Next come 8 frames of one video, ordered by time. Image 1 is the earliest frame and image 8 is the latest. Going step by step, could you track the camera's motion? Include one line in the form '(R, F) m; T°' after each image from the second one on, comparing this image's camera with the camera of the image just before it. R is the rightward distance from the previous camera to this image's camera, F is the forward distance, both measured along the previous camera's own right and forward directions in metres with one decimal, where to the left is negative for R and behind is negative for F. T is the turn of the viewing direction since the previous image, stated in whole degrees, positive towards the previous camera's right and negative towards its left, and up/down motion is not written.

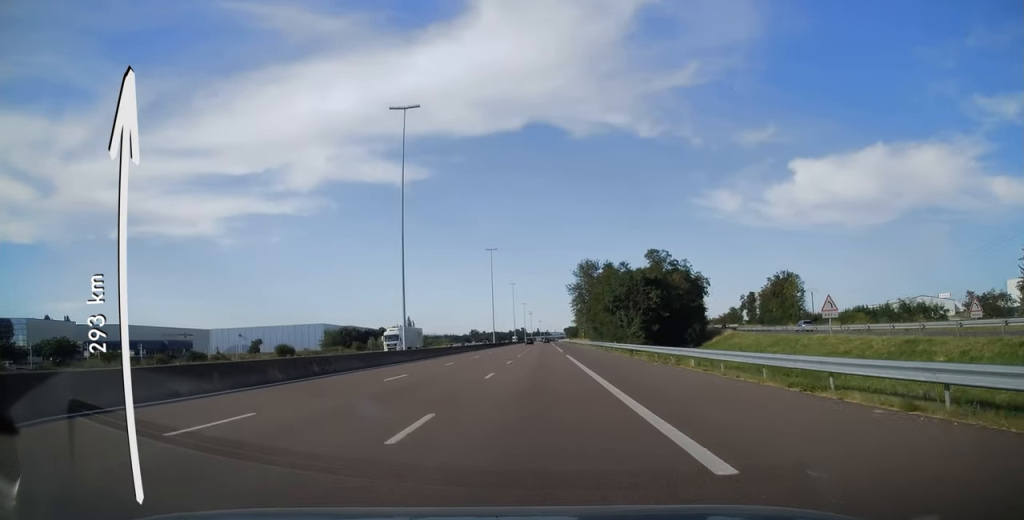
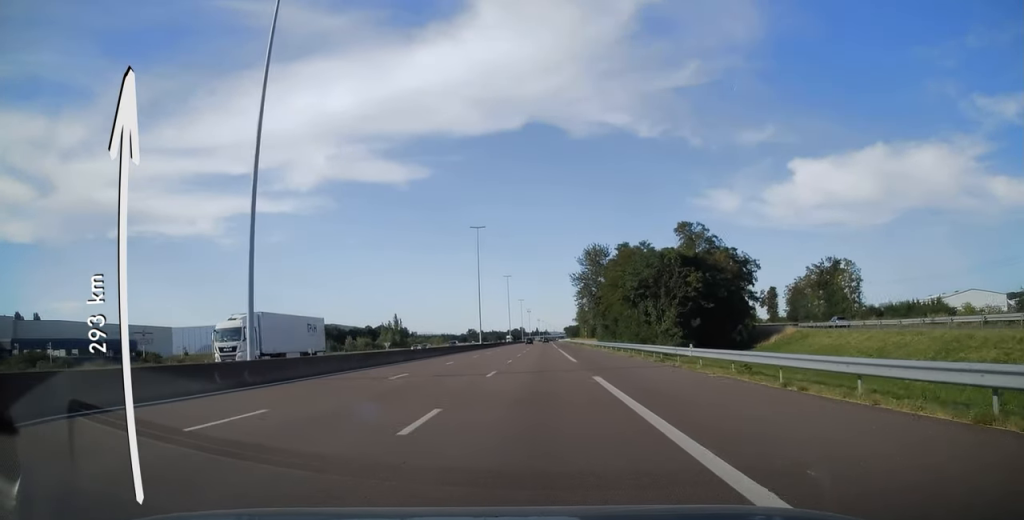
(+0.1, +25.1) m; 0°
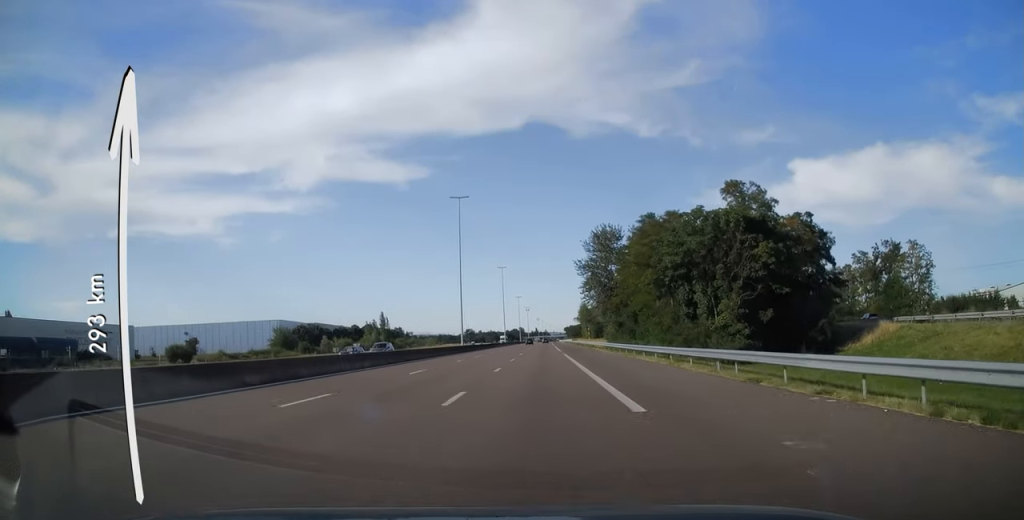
(0.0, +22.1) m; 0°
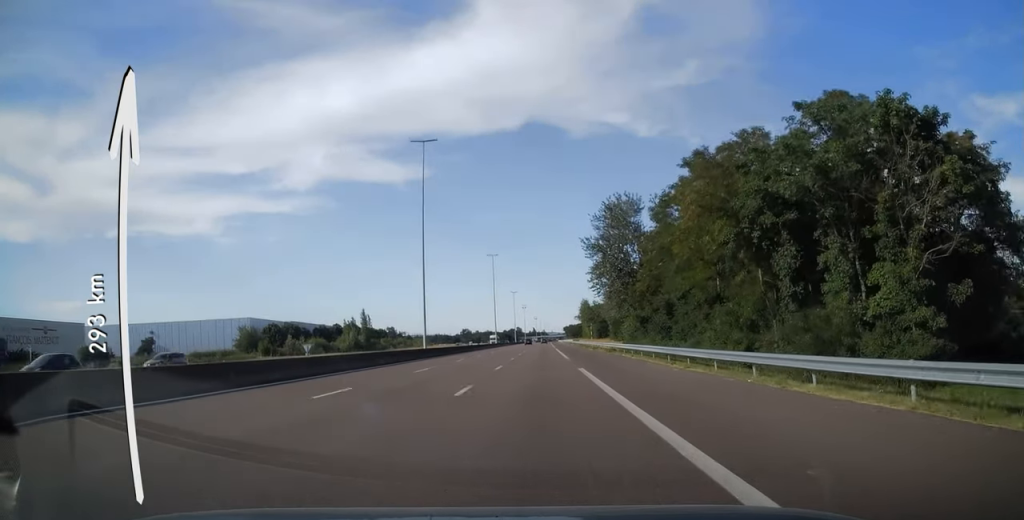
(0.0, +23.6) m; 0°
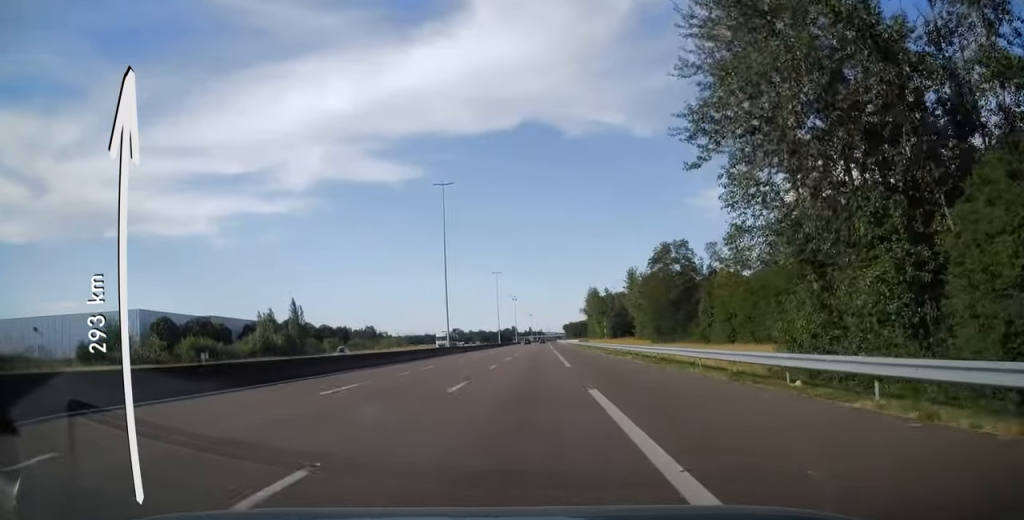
(+0.4, +63.2) m; +1°
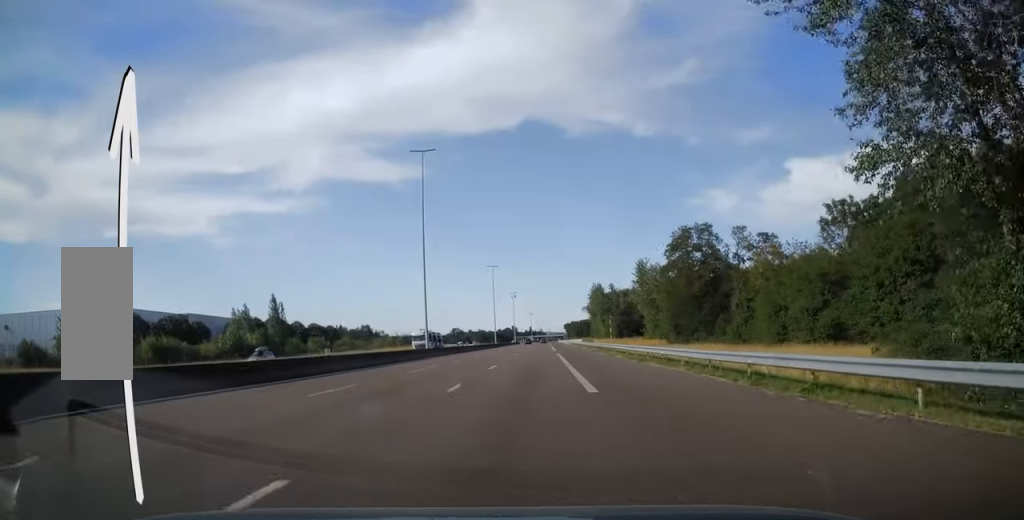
(+0.1, +13.3) m; 0°
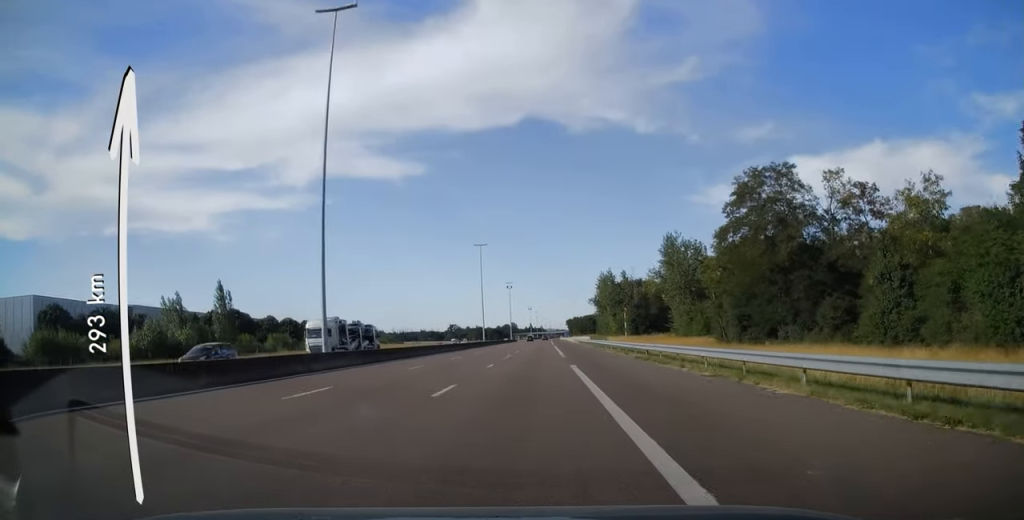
(0.0, +27.8) m; 0°
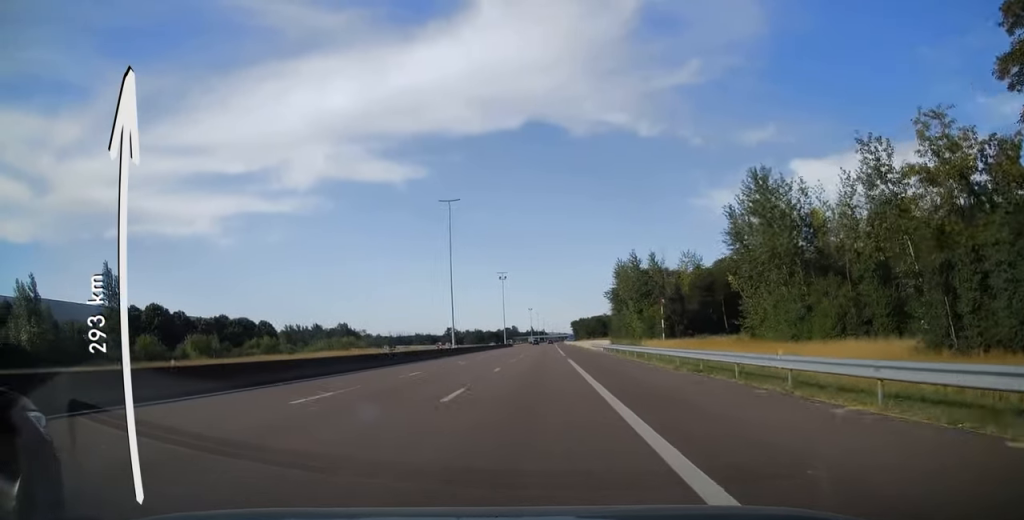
(0.0, +39.0) m; 0°
